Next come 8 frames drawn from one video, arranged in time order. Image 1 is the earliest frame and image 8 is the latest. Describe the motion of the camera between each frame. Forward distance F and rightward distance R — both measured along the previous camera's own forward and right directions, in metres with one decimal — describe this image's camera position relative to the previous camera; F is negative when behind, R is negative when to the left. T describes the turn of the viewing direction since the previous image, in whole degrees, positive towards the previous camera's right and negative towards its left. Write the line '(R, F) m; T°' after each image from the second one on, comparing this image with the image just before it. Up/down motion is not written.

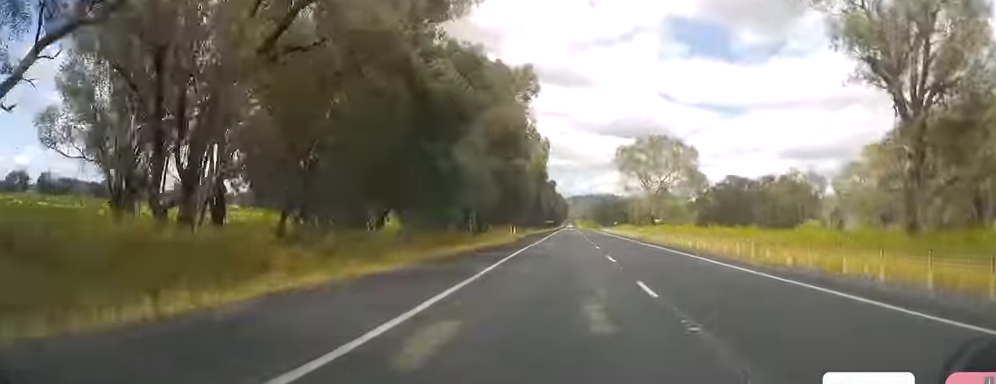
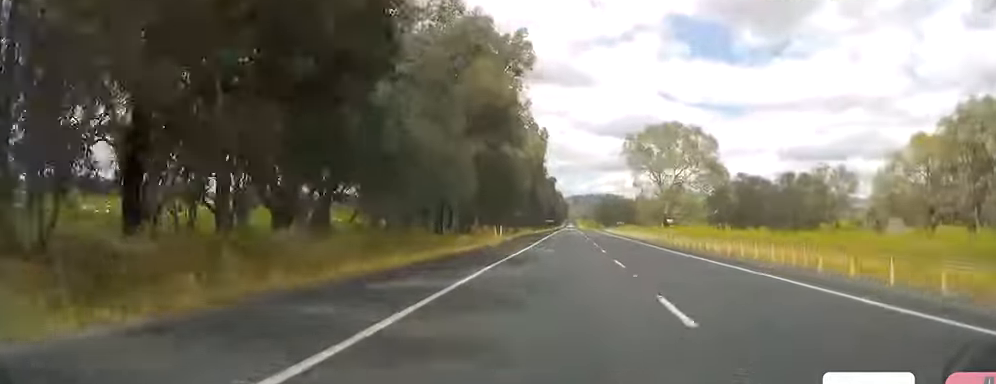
(+0.2, +15.5) m; +1°
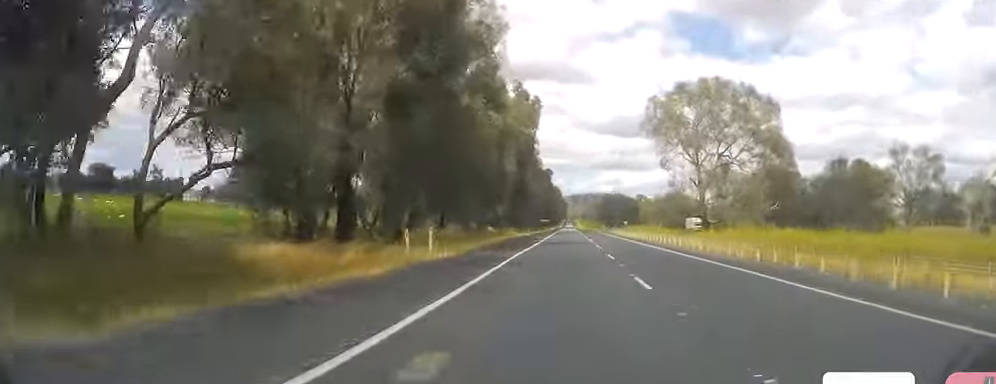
(-0.1, +30.0) m; -1°
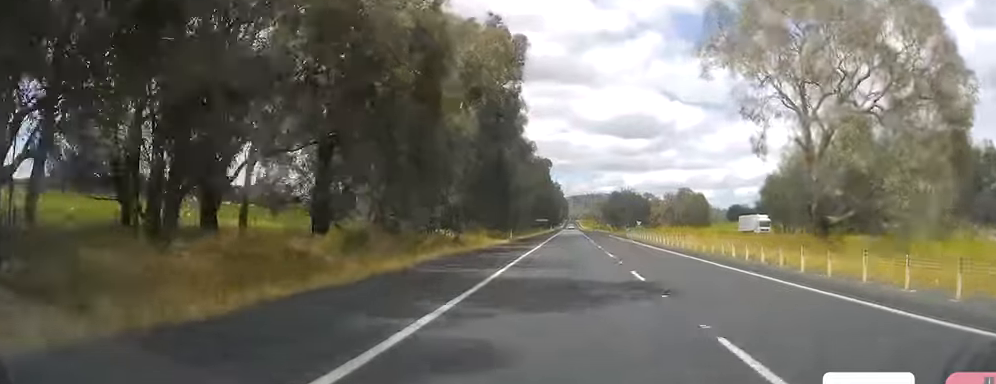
(-0.5, +32.8) m; 0°
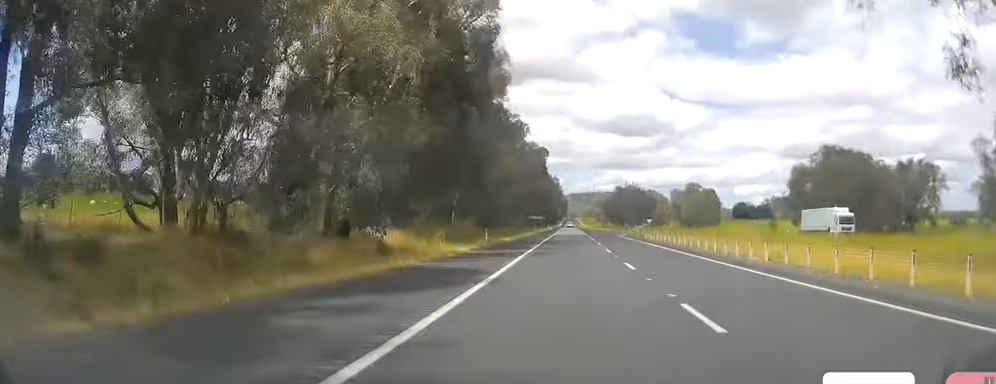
(+0.5, +20.4) m; 0°
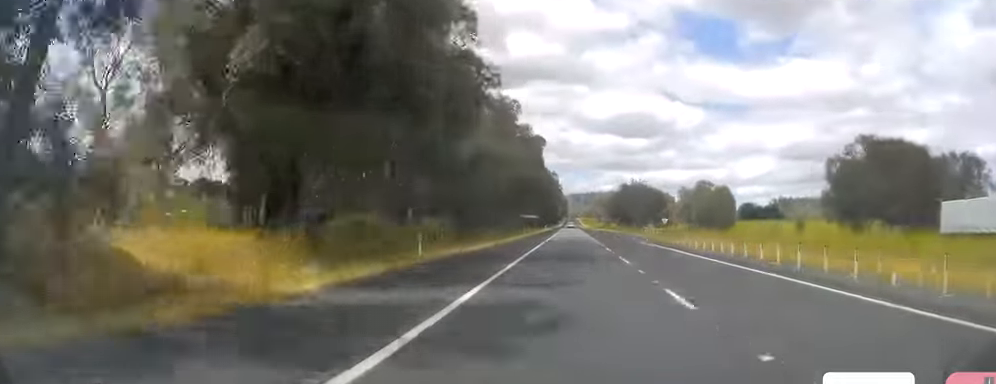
(-0.4, +21.3) m; 0°
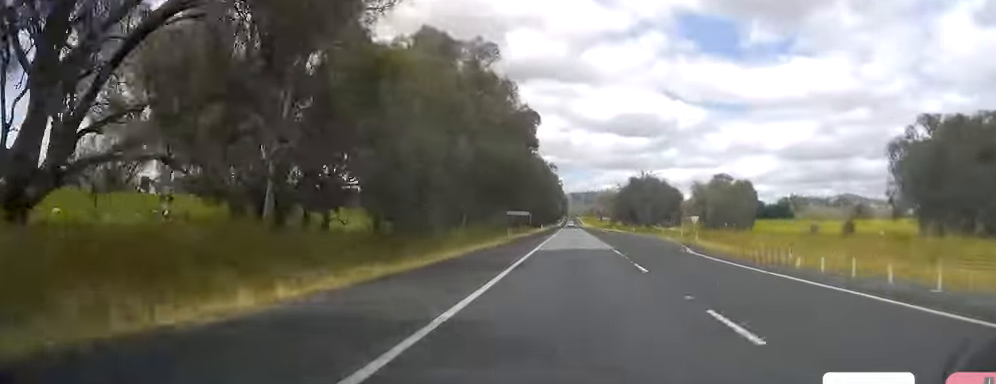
(+0.2, +27.1) m; +1°
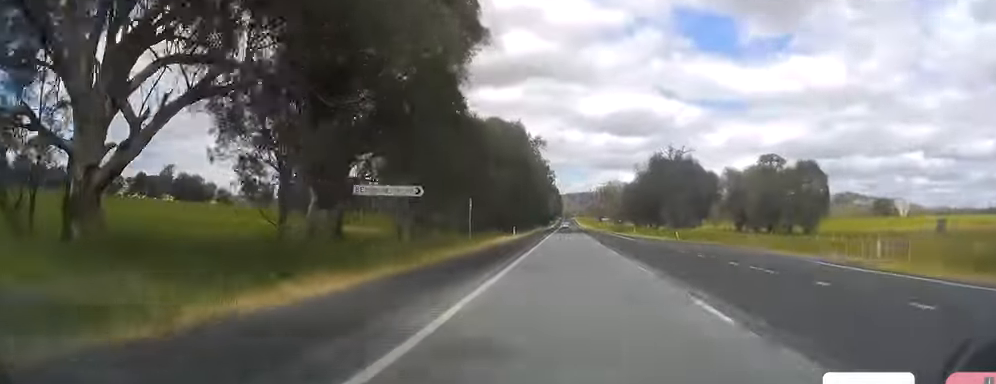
(+0.7, +57.3) m; 0°
